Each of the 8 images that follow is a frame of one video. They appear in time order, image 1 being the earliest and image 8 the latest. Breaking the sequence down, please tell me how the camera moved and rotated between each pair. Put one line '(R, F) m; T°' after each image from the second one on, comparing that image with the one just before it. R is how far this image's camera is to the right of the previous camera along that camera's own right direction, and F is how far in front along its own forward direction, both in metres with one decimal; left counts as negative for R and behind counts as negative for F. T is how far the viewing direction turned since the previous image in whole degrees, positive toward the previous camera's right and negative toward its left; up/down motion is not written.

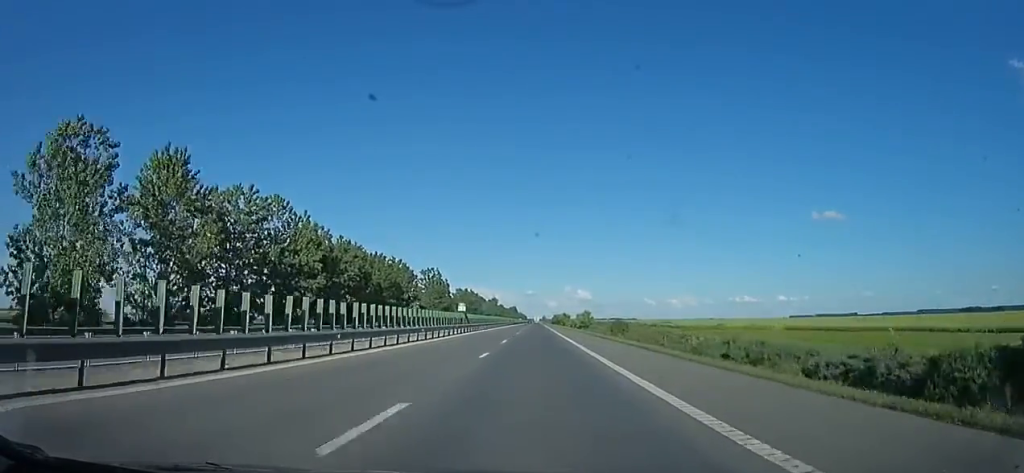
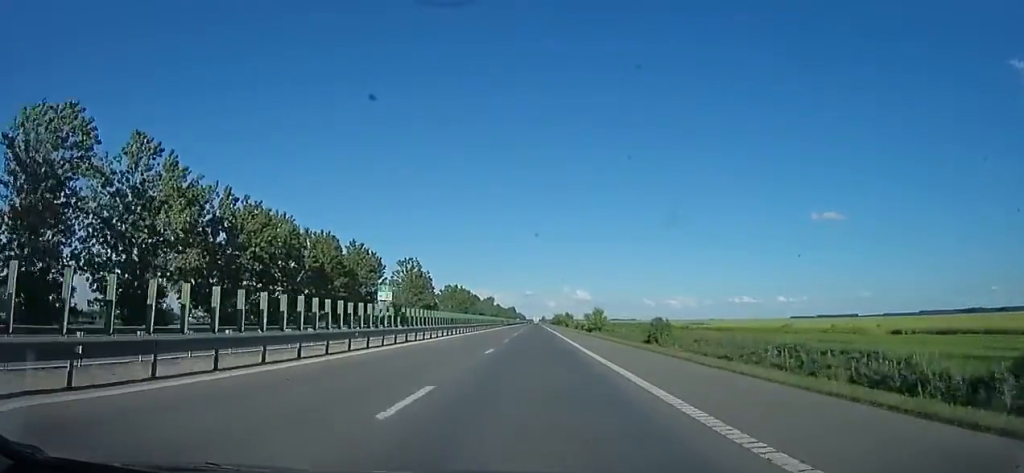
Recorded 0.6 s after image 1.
(+0.3, +22.2) m; 0°
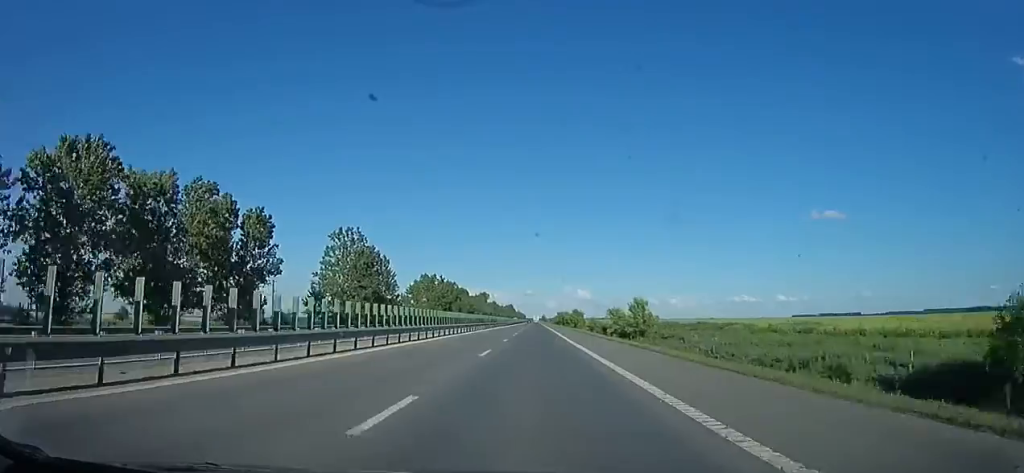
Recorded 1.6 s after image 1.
(+0.3, +37.3) m; 0°
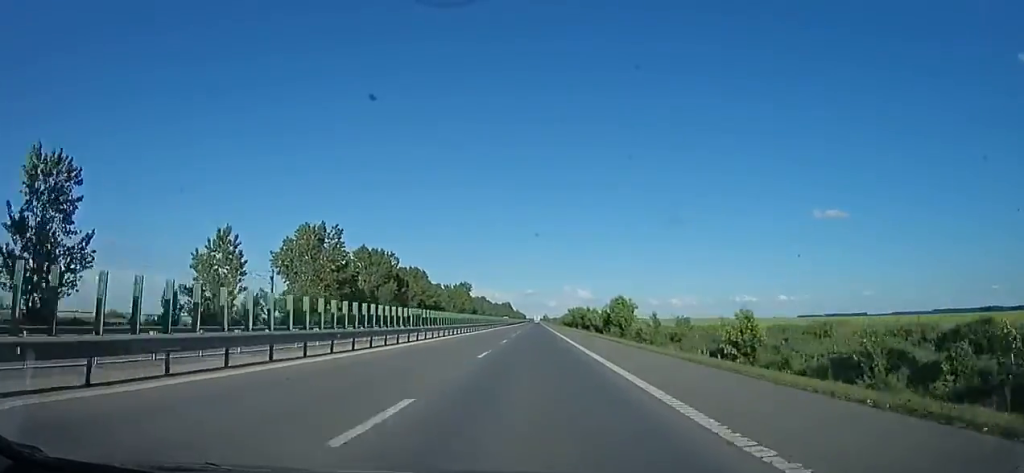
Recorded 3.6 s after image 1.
(0.0, +72.2) m; -1°
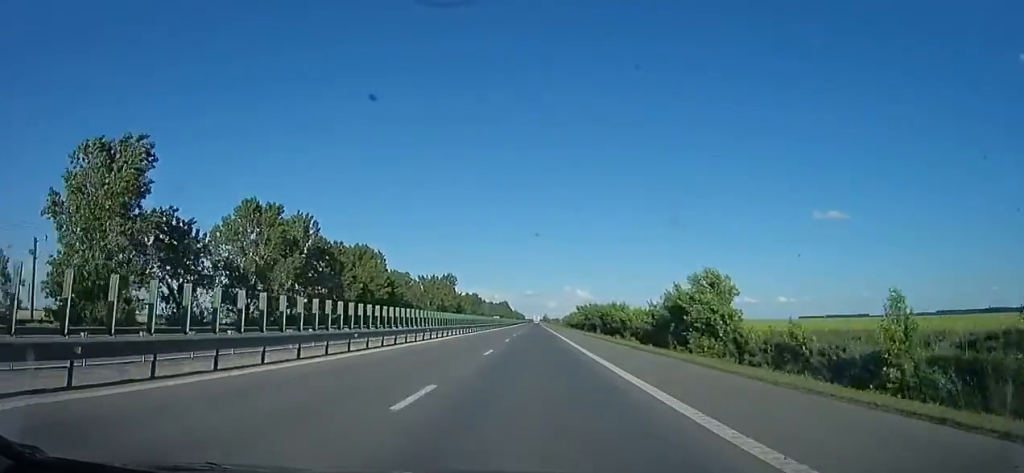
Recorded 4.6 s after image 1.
(-0.5, +34.3) m; 0°
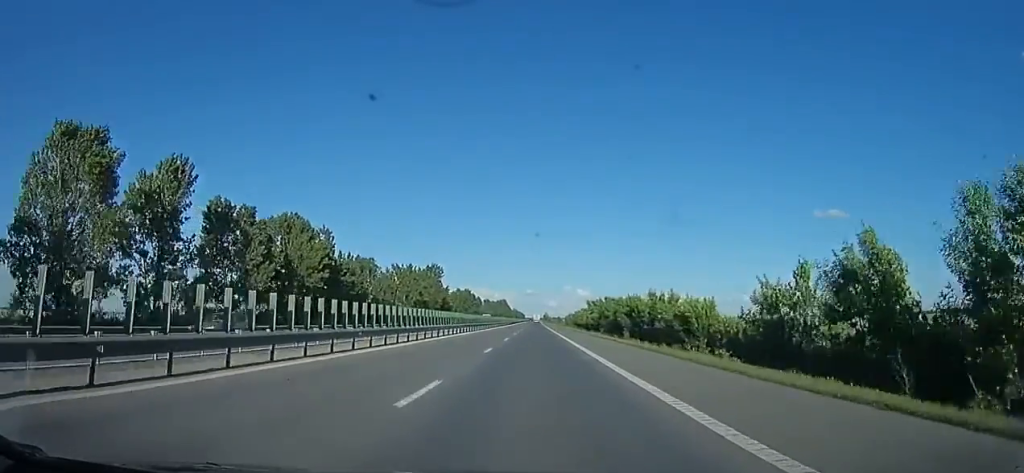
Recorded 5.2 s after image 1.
(+0.3, +23.4) m; +1°
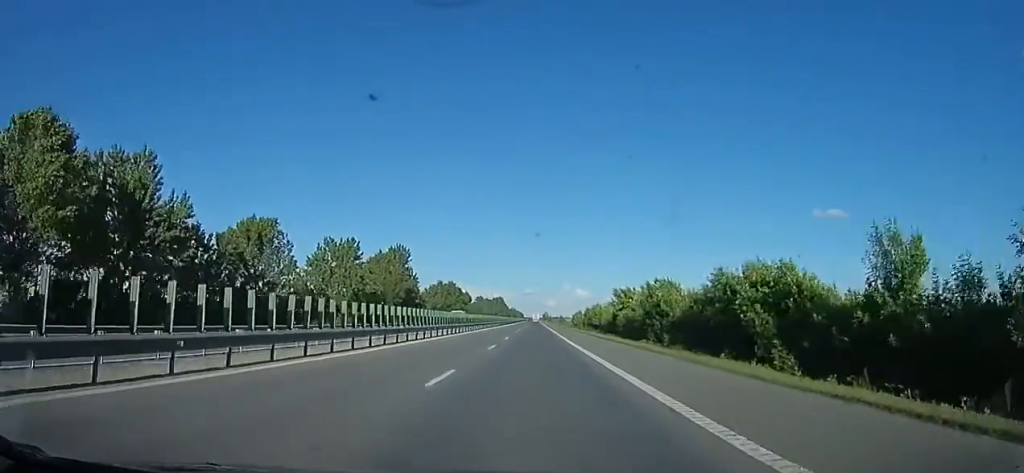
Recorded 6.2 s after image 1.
(0.0, +33.7) m; -1°
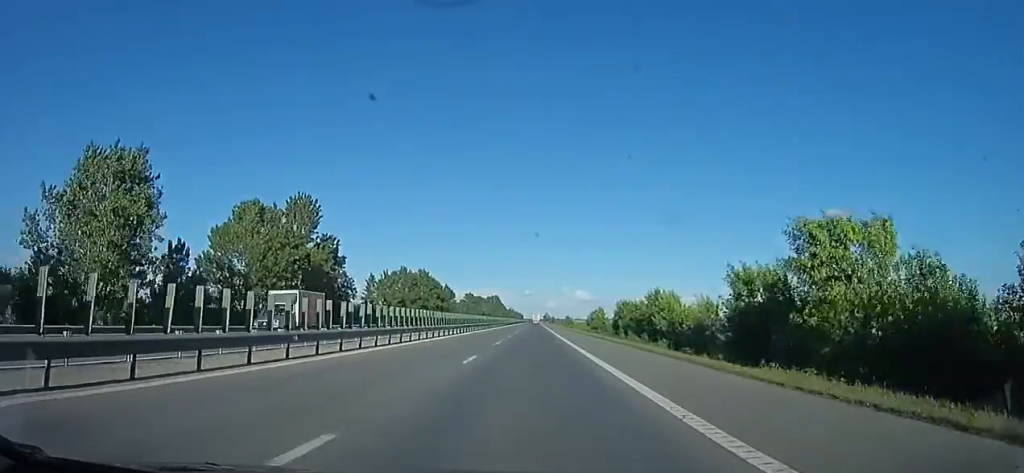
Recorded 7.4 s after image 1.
(-0.4, +42.8) m; +1°
